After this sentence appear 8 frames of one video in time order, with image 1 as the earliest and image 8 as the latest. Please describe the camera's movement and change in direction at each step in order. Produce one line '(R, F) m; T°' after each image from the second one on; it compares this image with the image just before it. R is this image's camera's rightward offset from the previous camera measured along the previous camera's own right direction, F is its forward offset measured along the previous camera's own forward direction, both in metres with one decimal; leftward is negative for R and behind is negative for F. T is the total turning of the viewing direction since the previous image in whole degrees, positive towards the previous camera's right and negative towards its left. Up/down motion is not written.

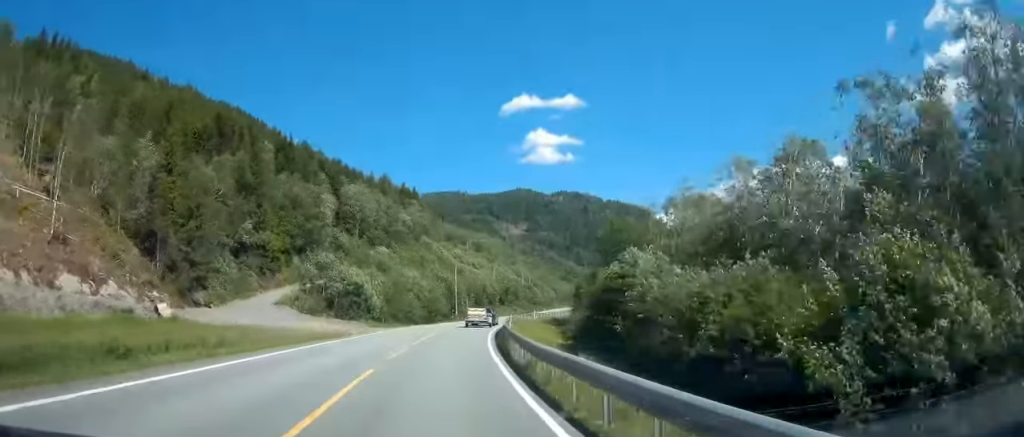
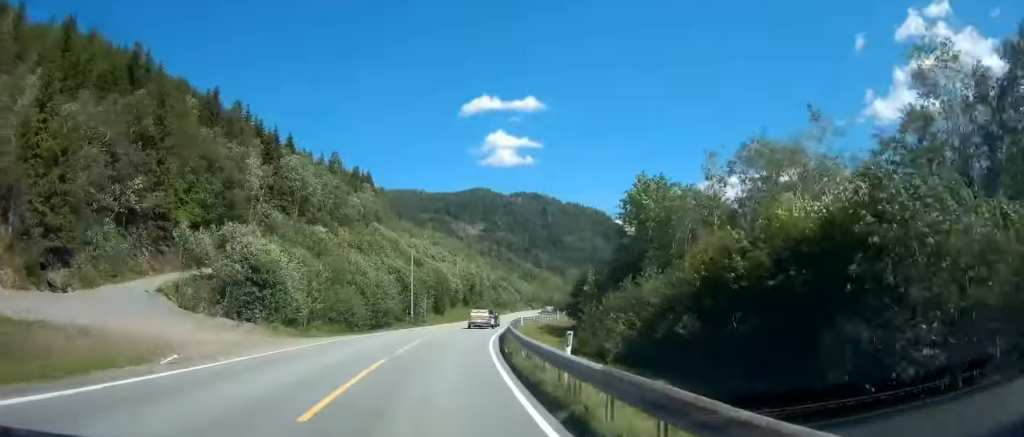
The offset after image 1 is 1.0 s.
(-0.4, +23.0) m; +2°
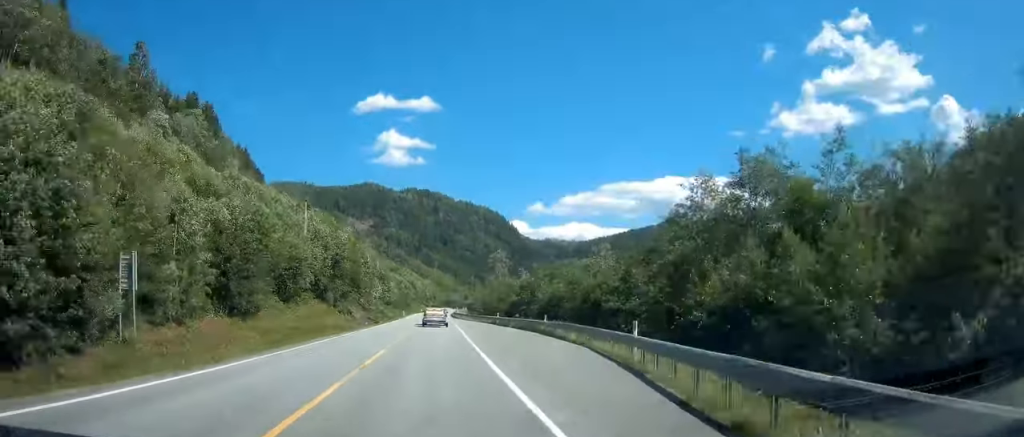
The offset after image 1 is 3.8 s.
(+5.4, +61.0) m; +9°
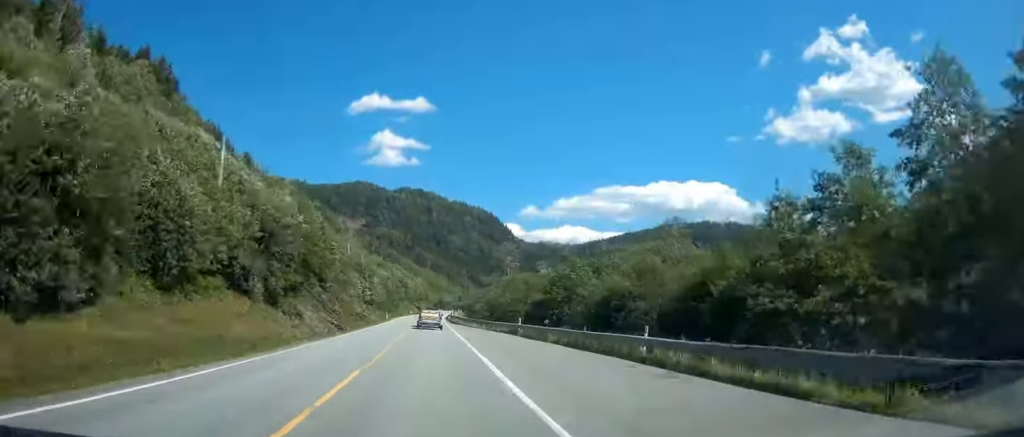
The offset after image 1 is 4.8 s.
(+0.6, +22.9) m; +3°
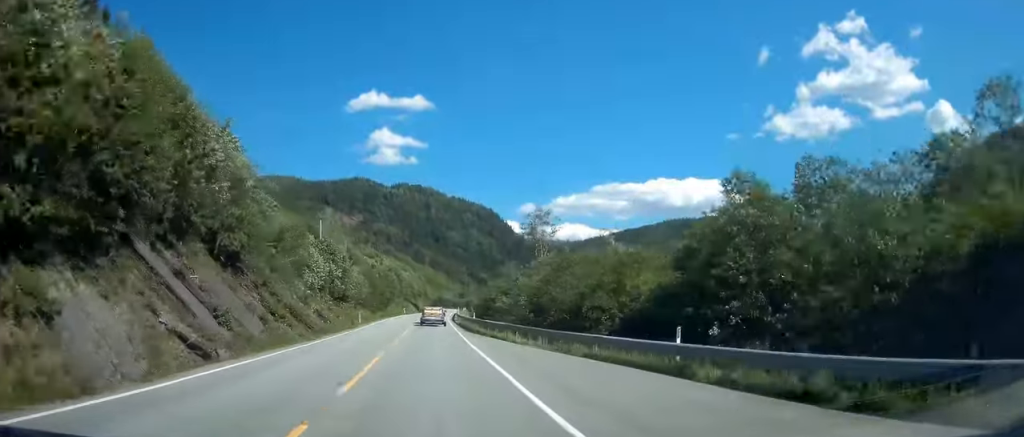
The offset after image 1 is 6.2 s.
(+1.2, +30.1) m; +2°
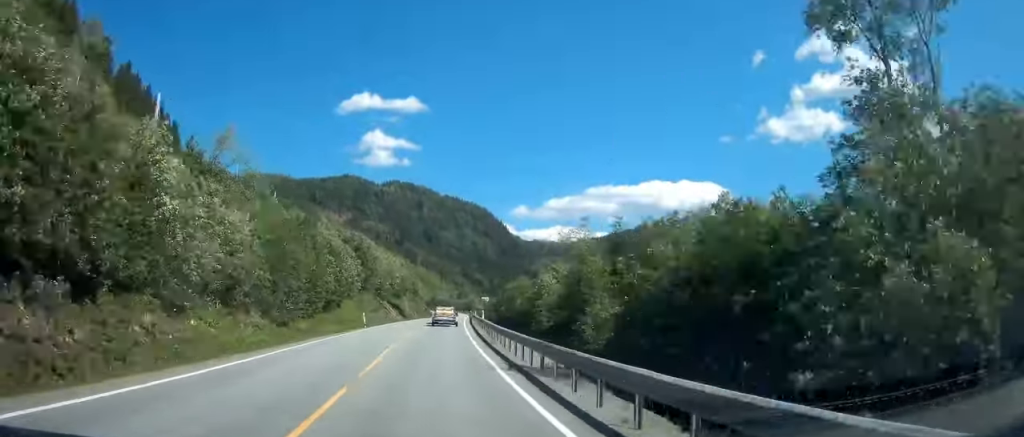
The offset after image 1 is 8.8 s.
(0.0, +52.8) m; +1°
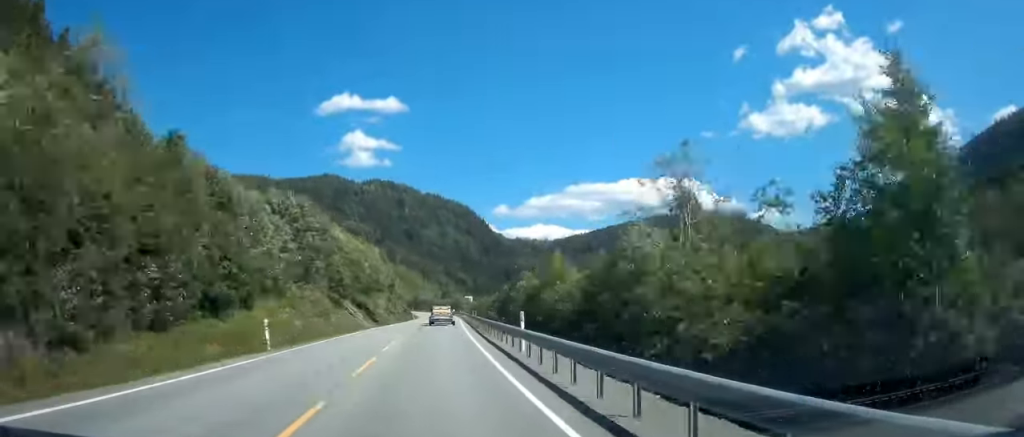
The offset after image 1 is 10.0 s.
(+0.2, +24.6) m; +1°
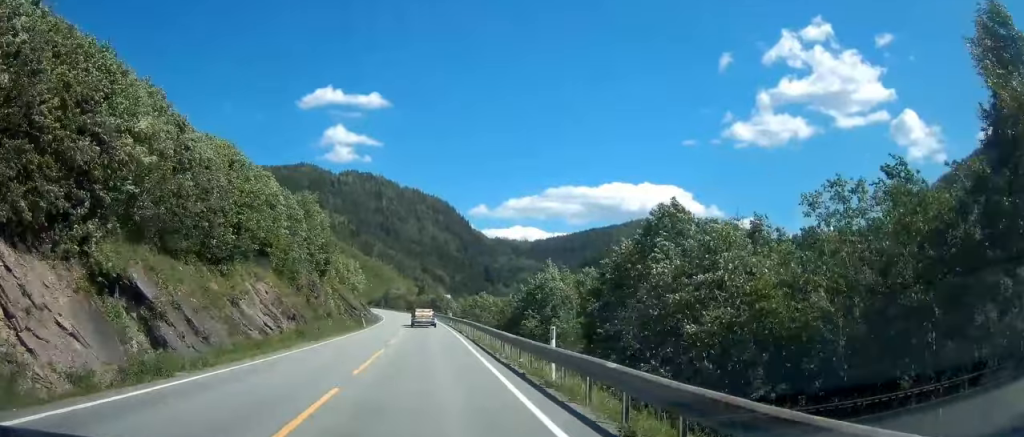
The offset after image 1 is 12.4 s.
(0.0, +52.3) m; 0°
